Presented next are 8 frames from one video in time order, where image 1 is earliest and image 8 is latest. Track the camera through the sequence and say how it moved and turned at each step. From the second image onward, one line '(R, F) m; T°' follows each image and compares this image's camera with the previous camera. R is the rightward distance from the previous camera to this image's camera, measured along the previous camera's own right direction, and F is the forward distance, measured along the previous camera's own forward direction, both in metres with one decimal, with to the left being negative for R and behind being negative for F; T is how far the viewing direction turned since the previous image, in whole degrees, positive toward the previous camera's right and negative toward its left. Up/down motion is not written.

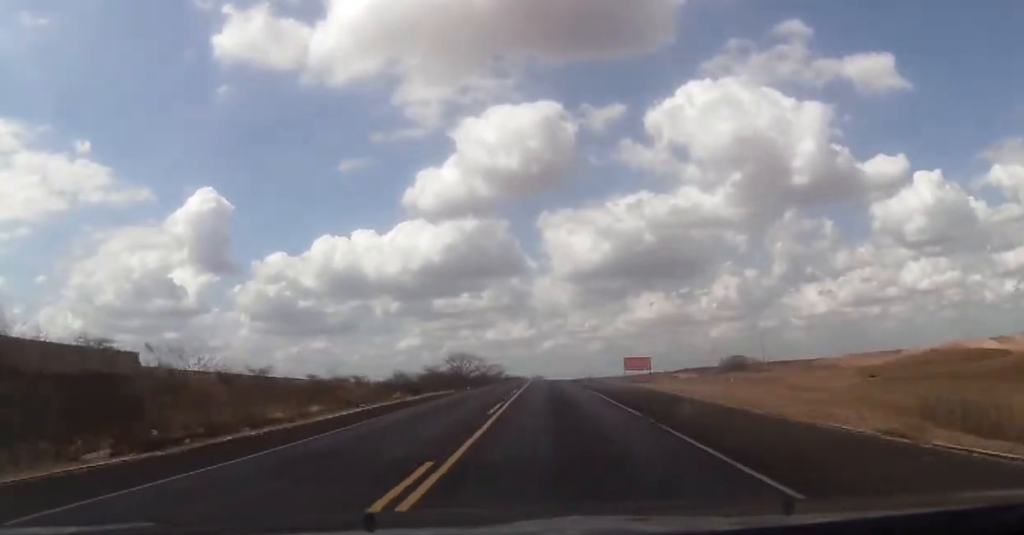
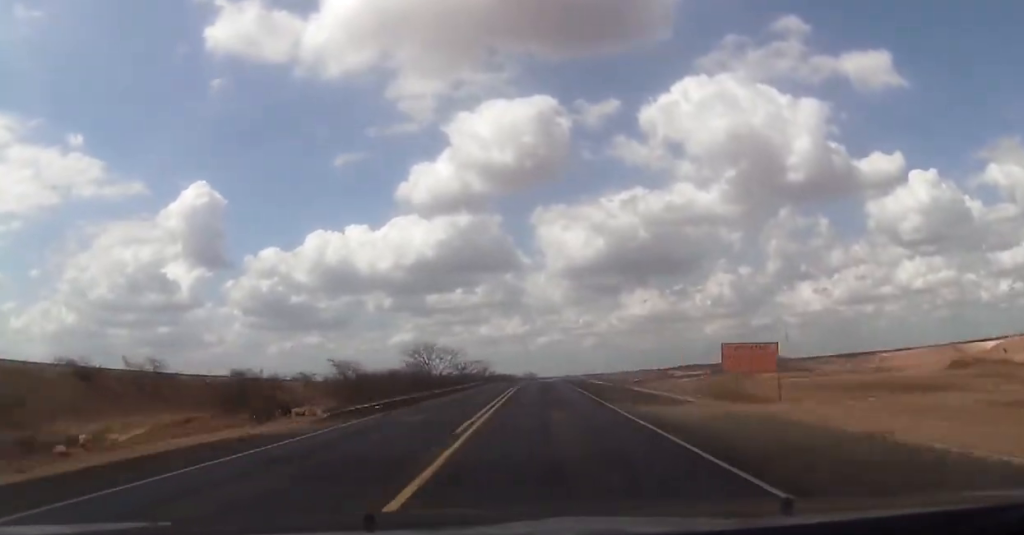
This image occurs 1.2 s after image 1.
(-0.4, +30.8) m; 0°
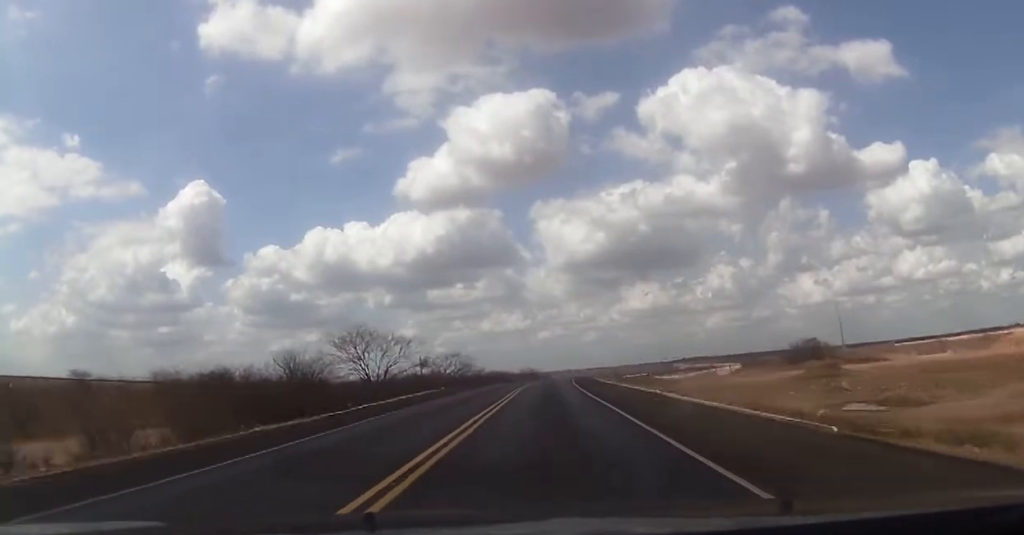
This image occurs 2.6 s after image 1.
(+0.6, +38.2) m; +1°
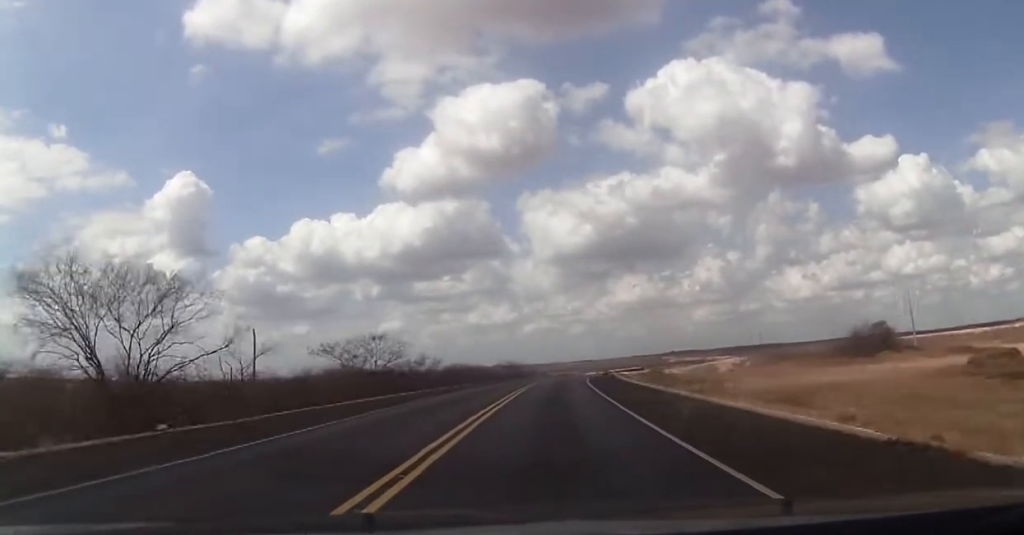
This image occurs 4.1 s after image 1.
(-0.4, +41.0) m; 0°
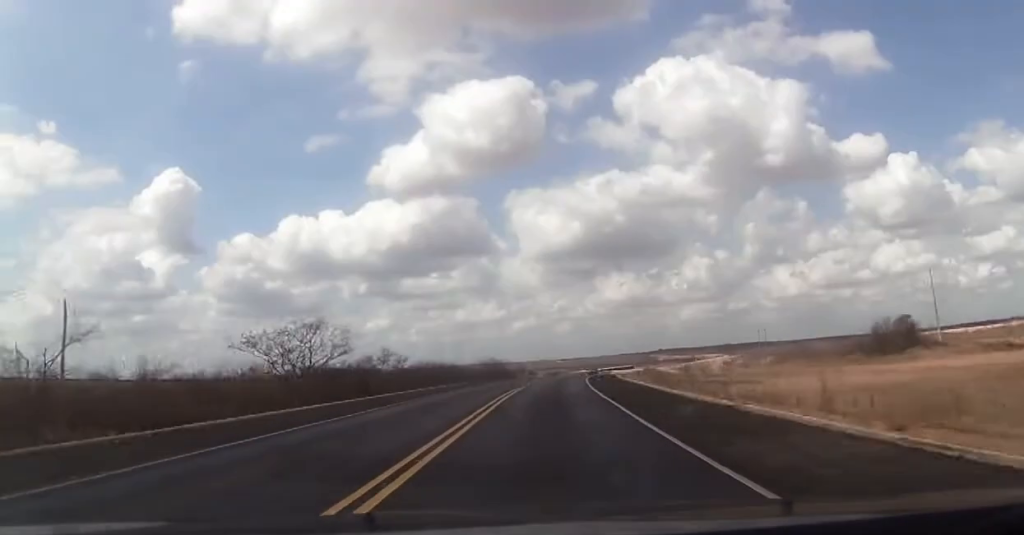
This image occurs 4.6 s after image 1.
(0.0, +13.9) m; +1°
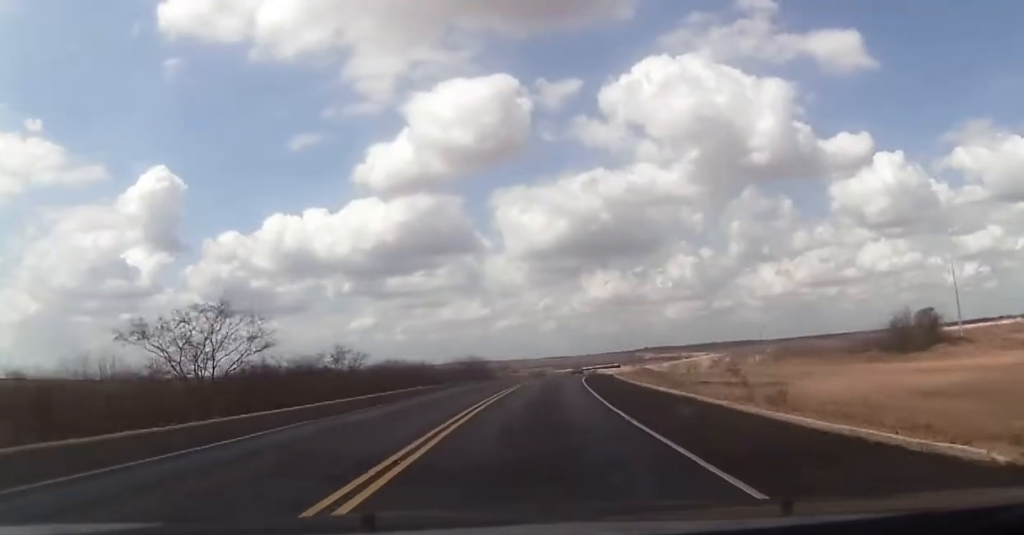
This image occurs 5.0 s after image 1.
(+0.1, +12.1) m; 0°
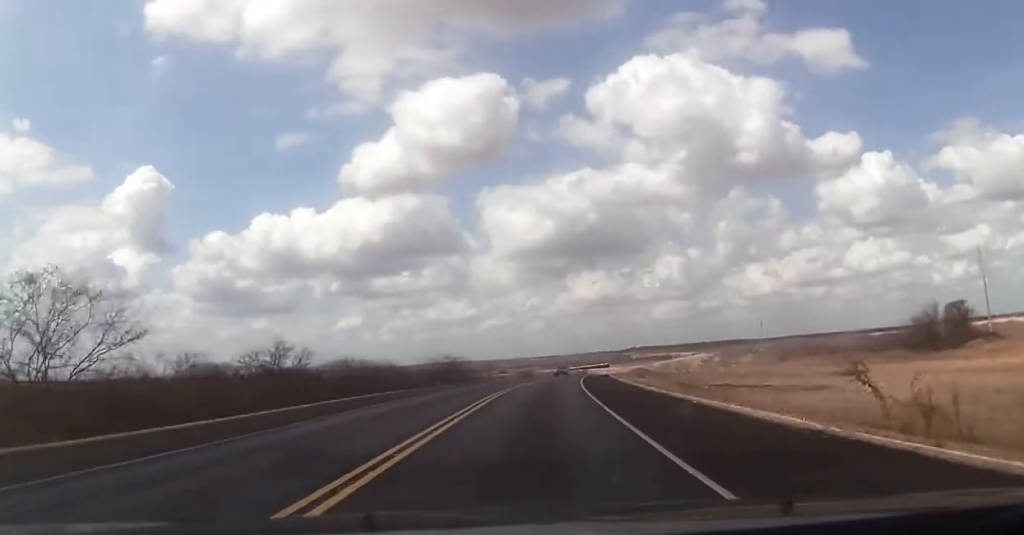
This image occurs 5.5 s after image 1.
(+0.1, +12.1) m; 0°
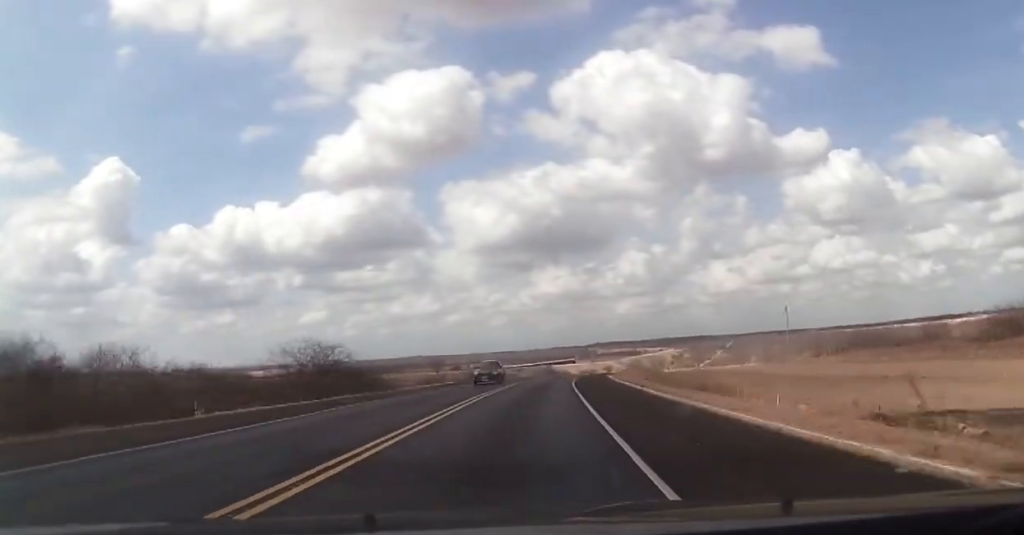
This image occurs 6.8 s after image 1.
(+0.5, +38.1) m; +3°
